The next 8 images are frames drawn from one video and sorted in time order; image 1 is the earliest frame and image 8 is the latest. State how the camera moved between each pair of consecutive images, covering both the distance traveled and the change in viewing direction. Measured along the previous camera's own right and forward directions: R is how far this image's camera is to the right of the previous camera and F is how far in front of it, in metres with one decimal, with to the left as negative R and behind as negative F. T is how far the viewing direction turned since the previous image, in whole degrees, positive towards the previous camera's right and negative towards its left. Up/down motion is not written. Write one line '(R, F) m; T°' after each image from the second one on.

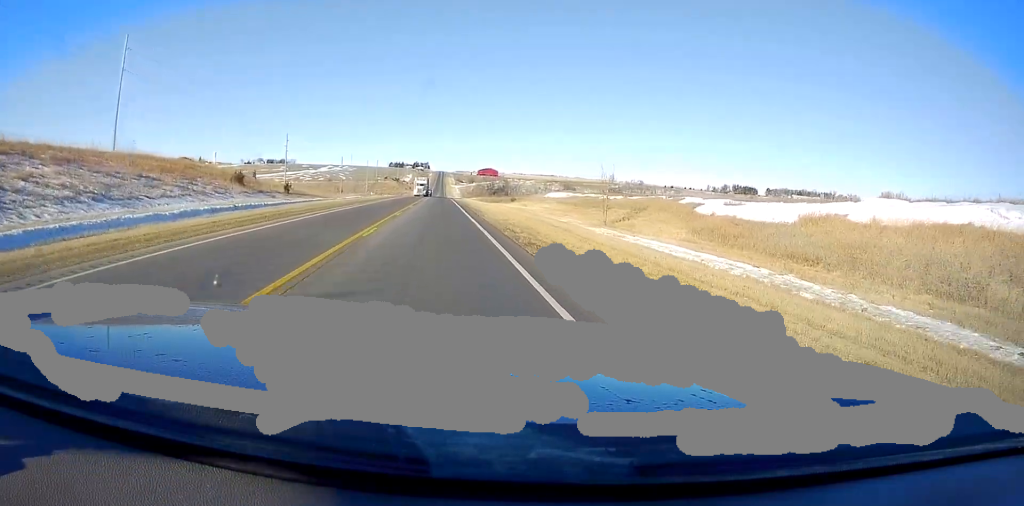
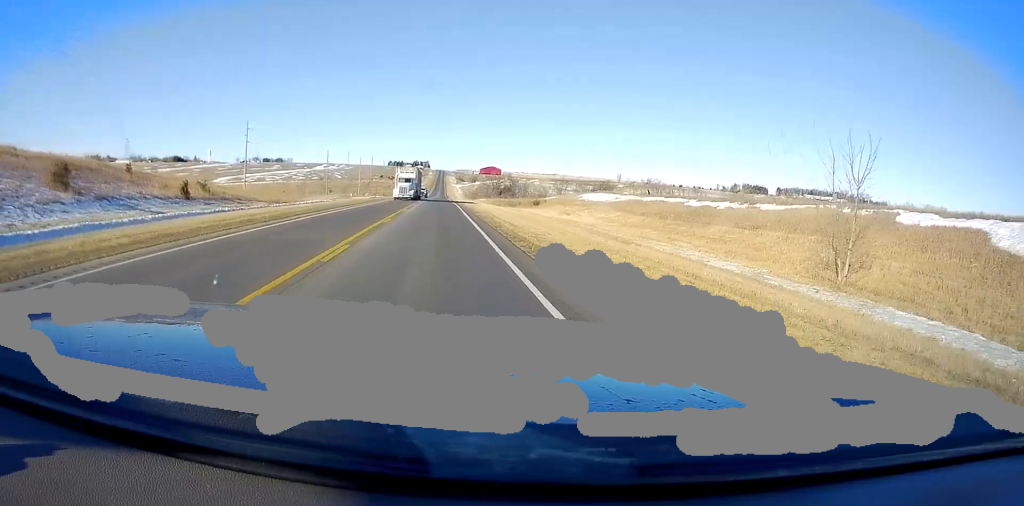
(0.0, +29.8) m; 0°
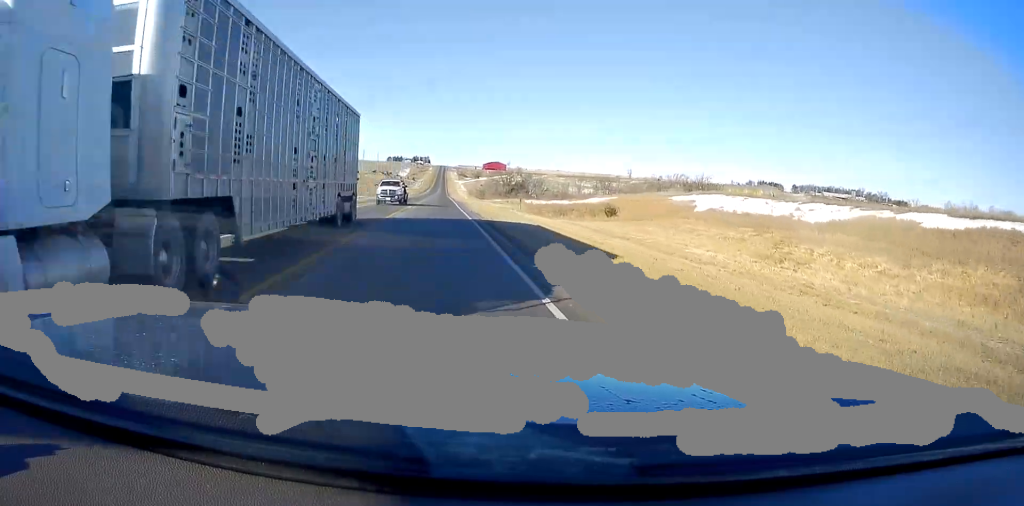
(+0.4, +41.6) m; +1°
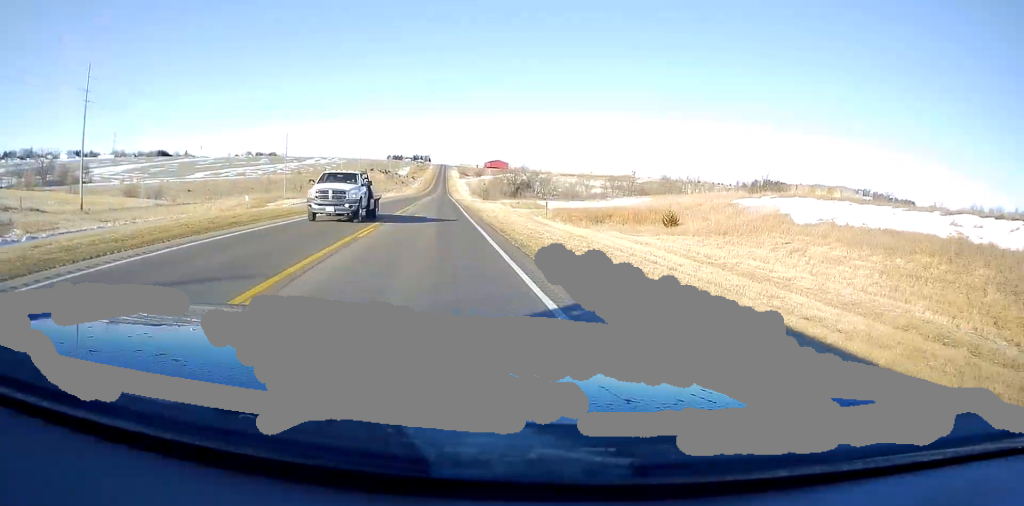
(+0.2, +14.4) m; 0°
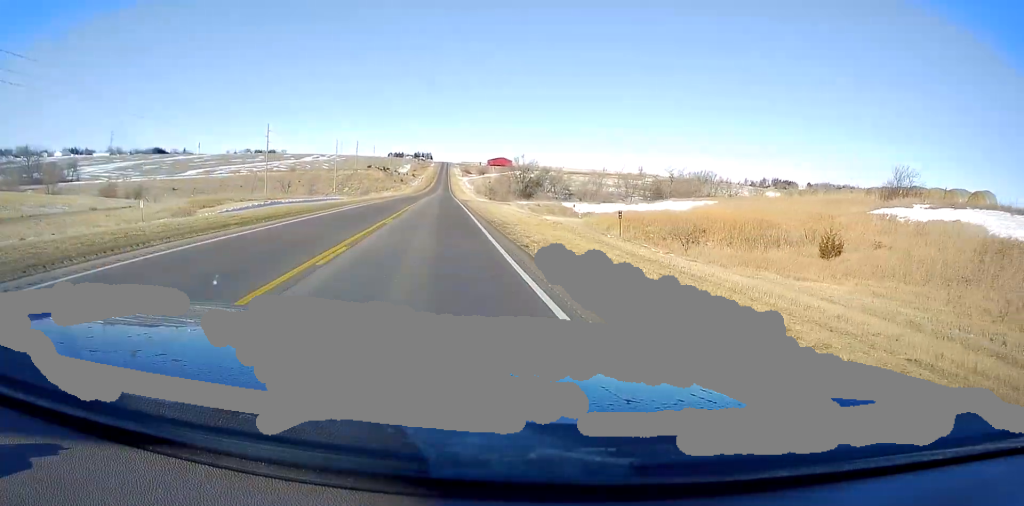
(-0.1, +18.1) m; 0°
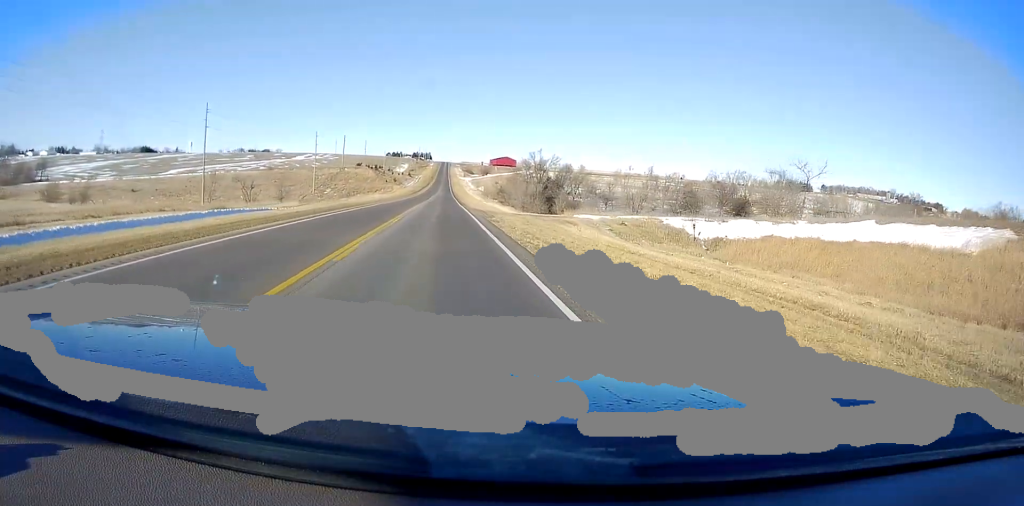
(-0.4, +36.1) m; 0°
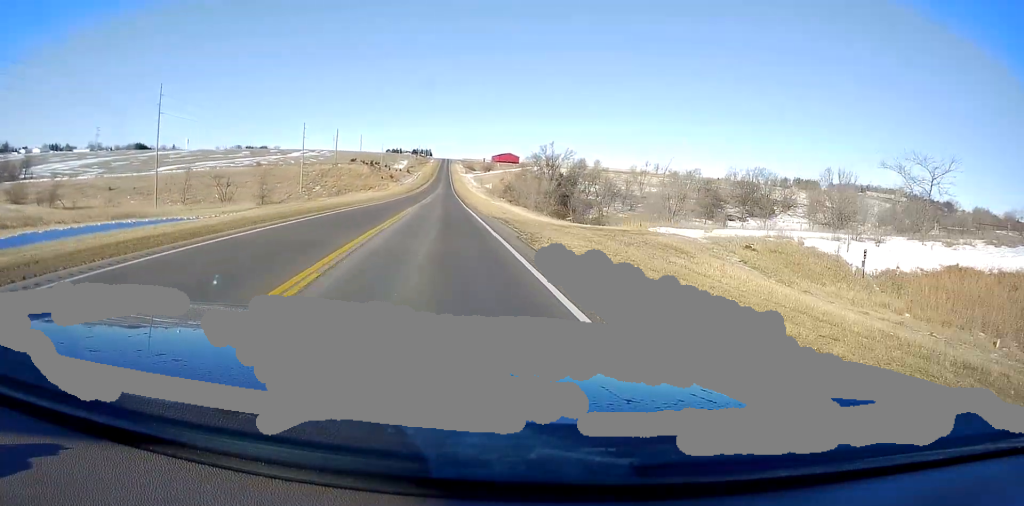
(-0.1, +17.4) m; +1°
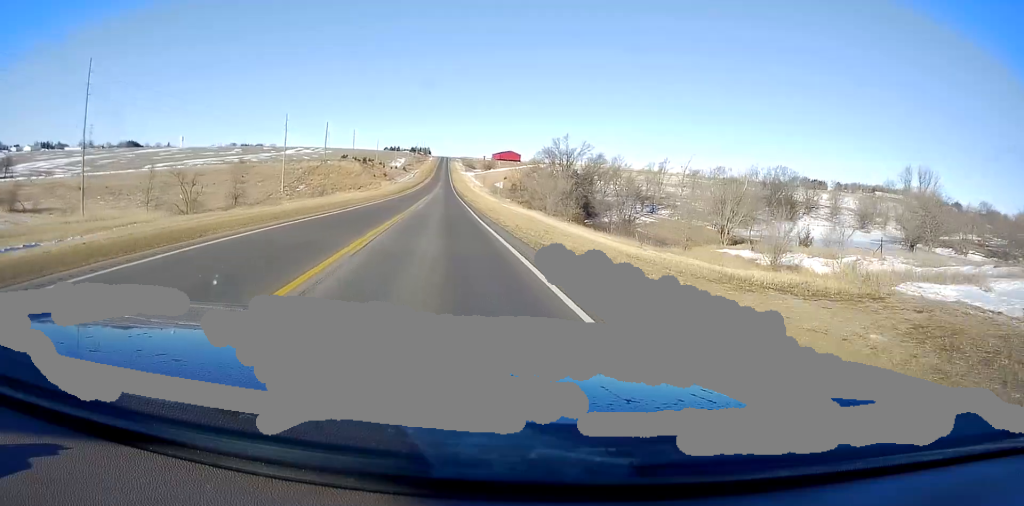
(+0.3, +18.3) m; +1°
